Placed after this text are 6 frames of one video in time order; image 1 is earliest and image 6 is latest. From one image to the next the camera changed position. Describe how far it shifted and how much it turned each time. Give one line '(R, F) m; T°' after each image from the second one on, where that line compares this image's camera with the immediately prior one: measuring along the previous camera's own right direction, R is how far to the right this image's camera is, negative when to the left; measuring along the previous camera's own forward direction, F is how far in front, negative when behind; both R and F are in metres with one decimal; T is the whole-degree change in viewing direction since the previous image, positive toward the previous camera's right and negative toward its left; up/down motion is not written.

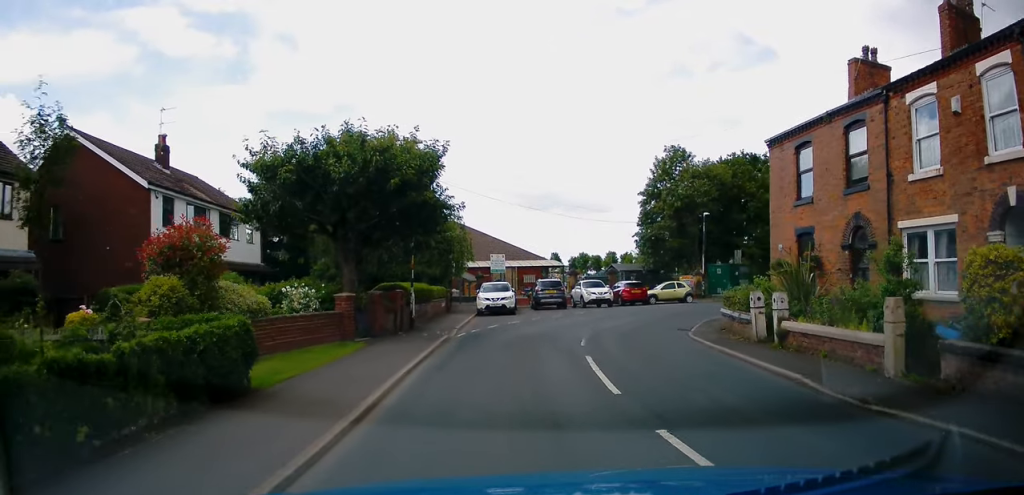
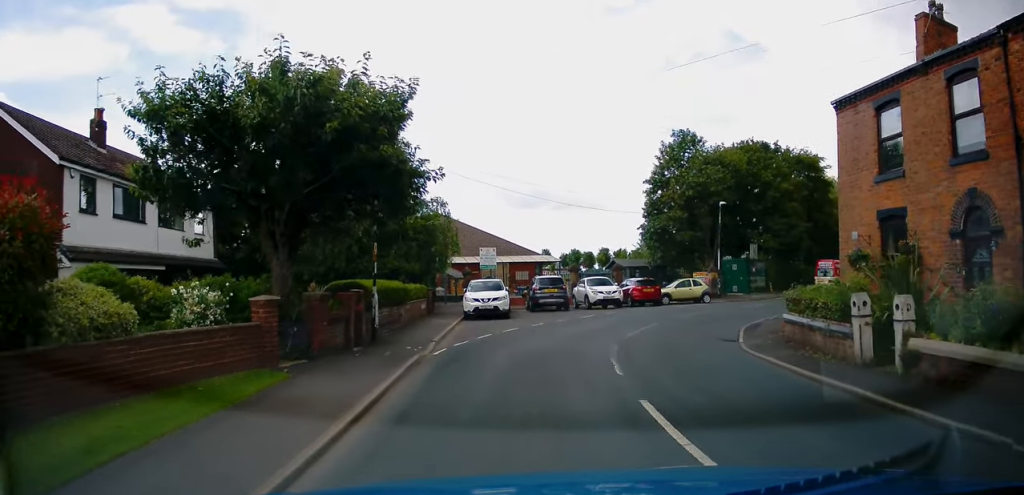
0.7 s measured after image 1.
(-0.1, +4.9) m; 0°
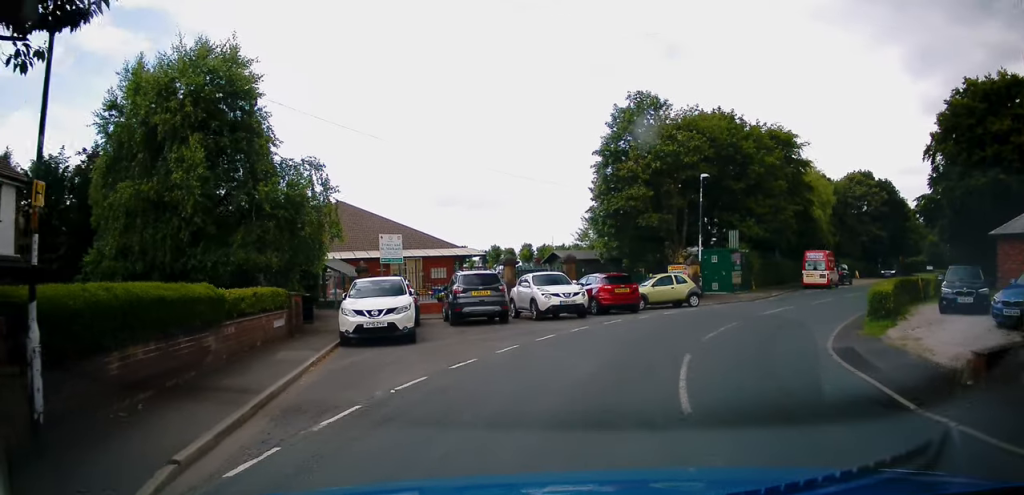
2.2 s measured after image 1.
(+0.4, +9.6) m; +9°
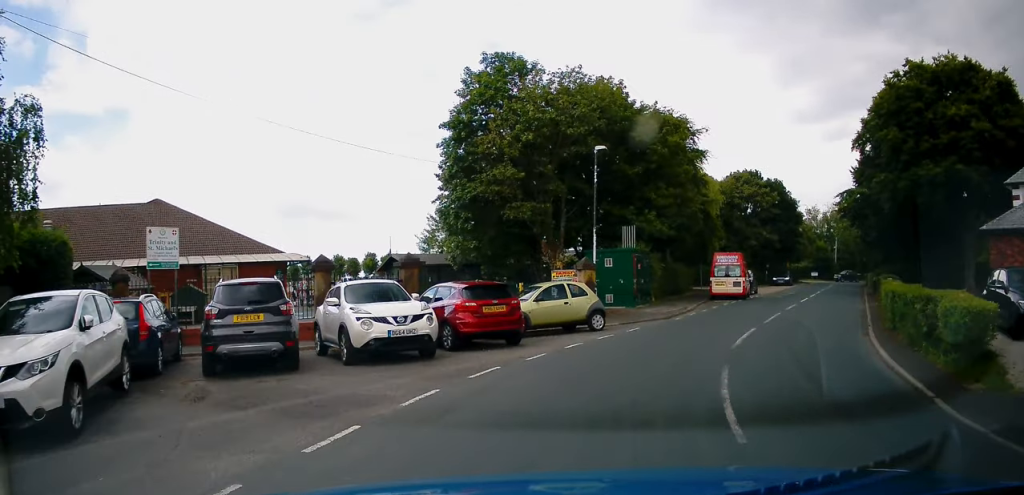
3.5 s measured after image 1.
(+0.9, +8.2) m; +16°
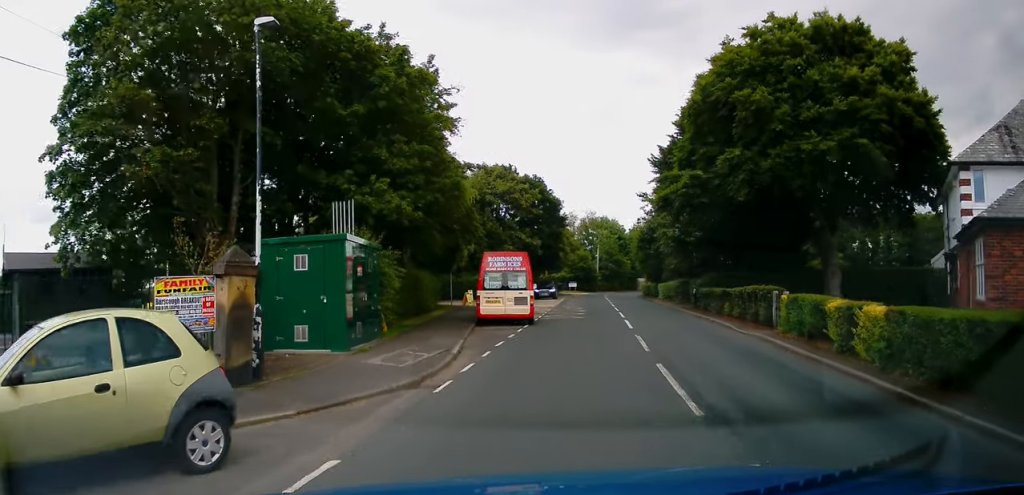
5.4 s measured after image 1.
(+2.0, +11.5) m; +23°
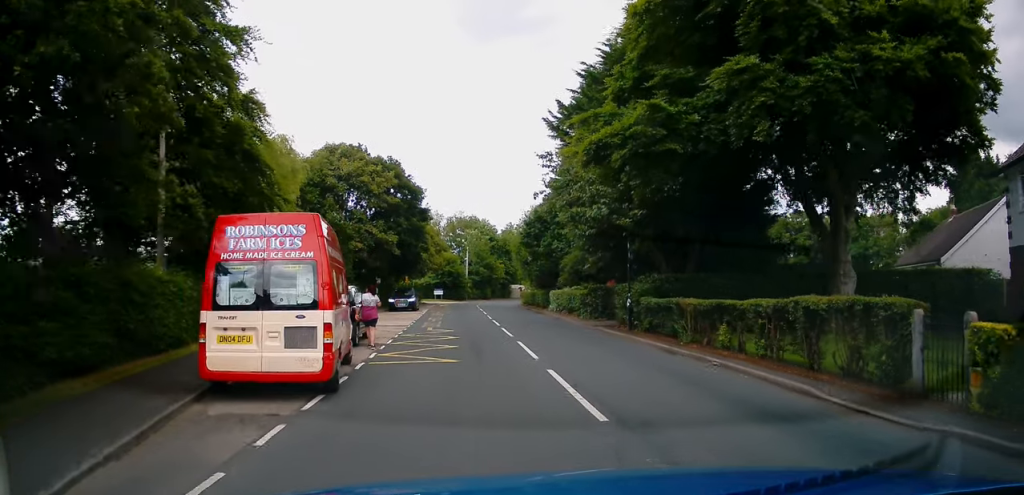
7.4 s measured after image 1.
(+2.0, +11.7) m; +12°
